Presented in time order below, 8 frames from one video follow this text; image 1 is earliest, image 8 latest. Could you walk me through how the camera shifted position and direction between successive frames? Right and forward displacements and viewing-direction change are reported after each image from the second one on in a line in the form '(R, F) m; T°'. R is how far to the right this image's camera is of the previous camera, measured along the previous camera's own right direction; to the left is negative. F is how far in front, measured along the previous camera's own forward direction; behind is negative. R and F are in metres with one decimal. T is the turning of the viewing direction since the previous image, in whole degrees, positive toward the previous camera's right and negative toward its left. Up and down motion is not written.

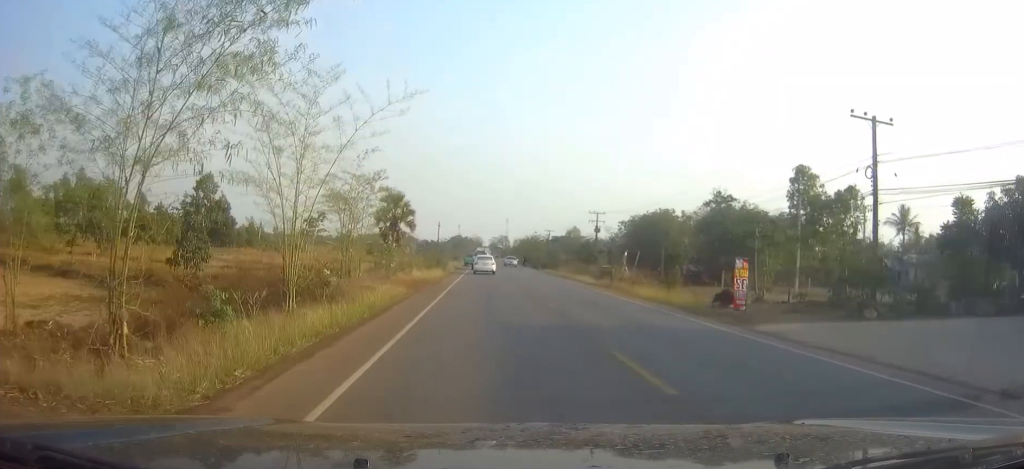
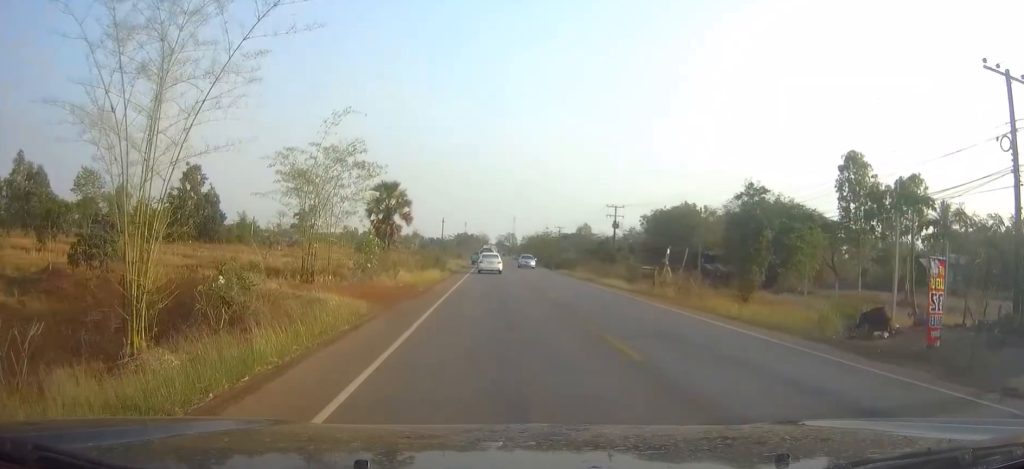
(0.0, +9.4) m; 0°
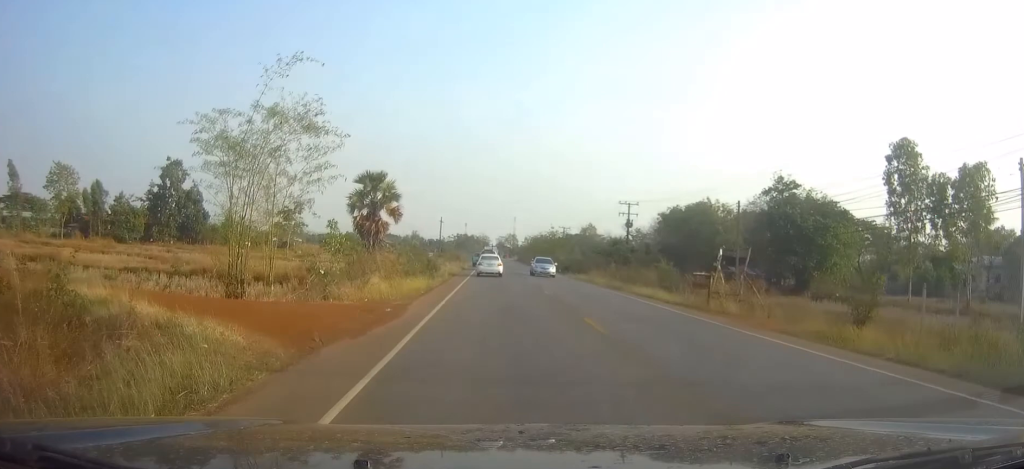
(0.0, +8.7) m; 0°
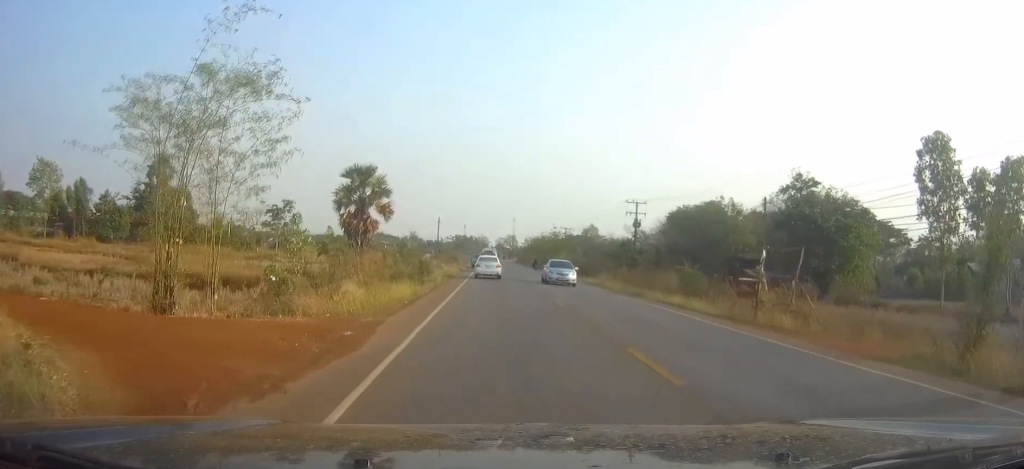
(-0.1, +5.0) m; 0°
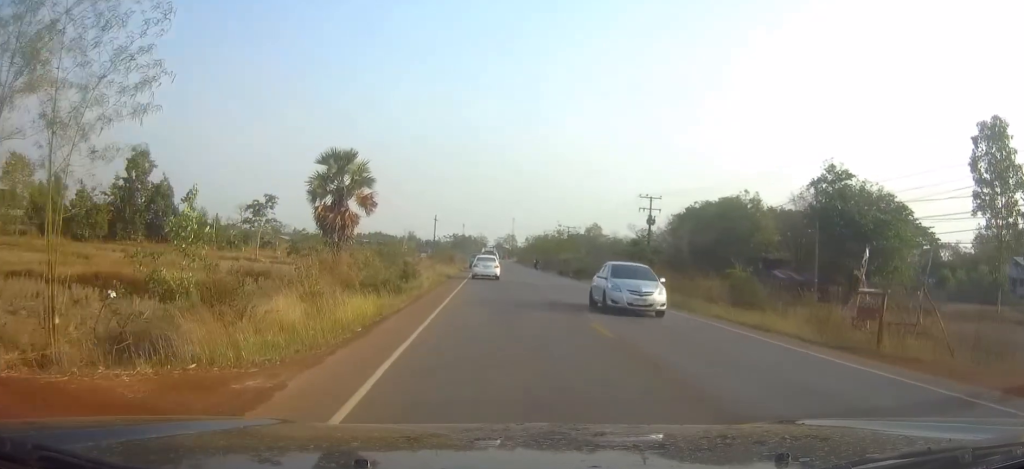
(+0.1, +7.8) m; +1°
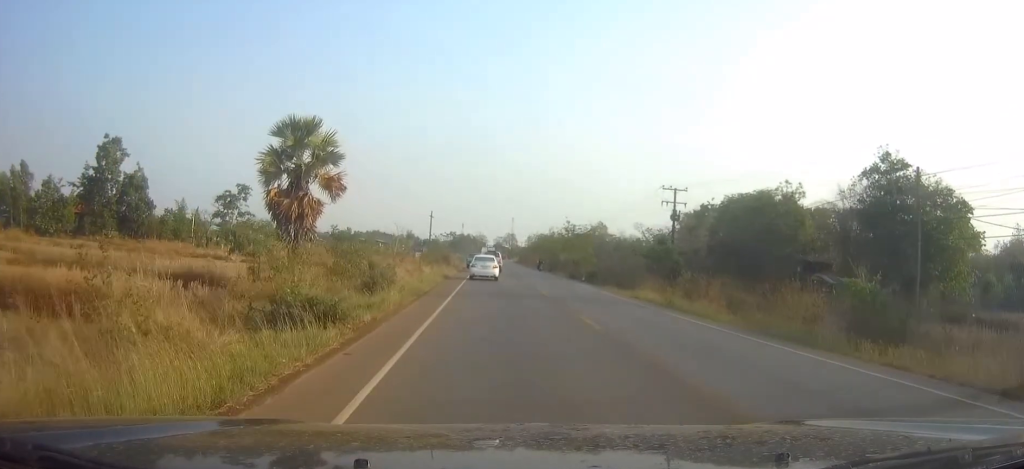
(+0.1, +10.1) m; +1°
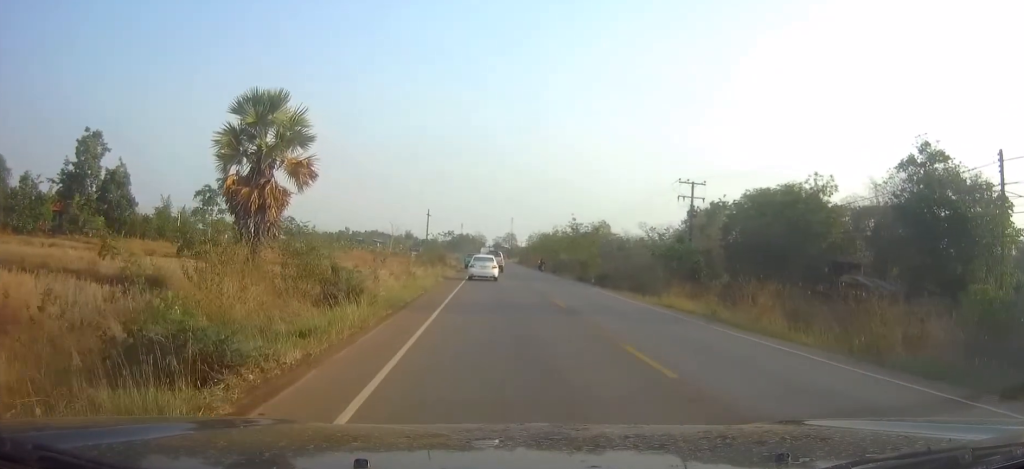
(0.0, +6.4) m; 0°
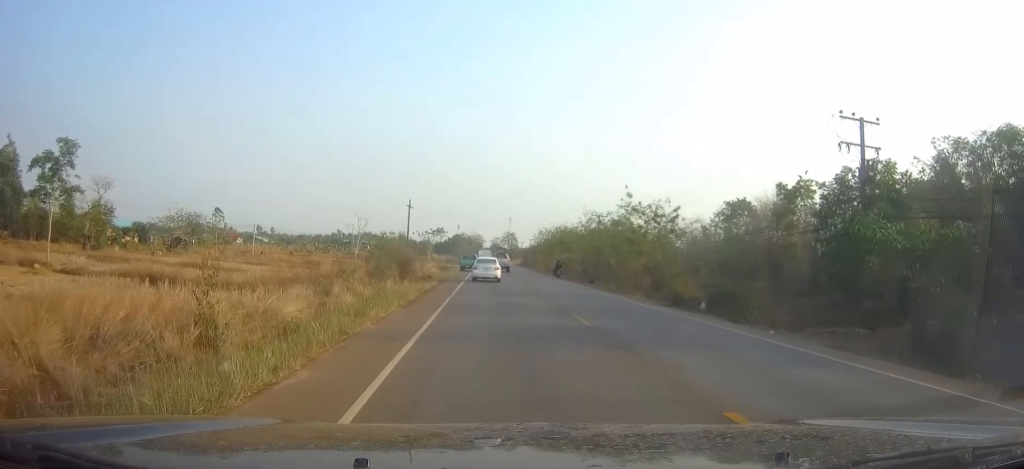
(0.0, +30.4) m; 0°
